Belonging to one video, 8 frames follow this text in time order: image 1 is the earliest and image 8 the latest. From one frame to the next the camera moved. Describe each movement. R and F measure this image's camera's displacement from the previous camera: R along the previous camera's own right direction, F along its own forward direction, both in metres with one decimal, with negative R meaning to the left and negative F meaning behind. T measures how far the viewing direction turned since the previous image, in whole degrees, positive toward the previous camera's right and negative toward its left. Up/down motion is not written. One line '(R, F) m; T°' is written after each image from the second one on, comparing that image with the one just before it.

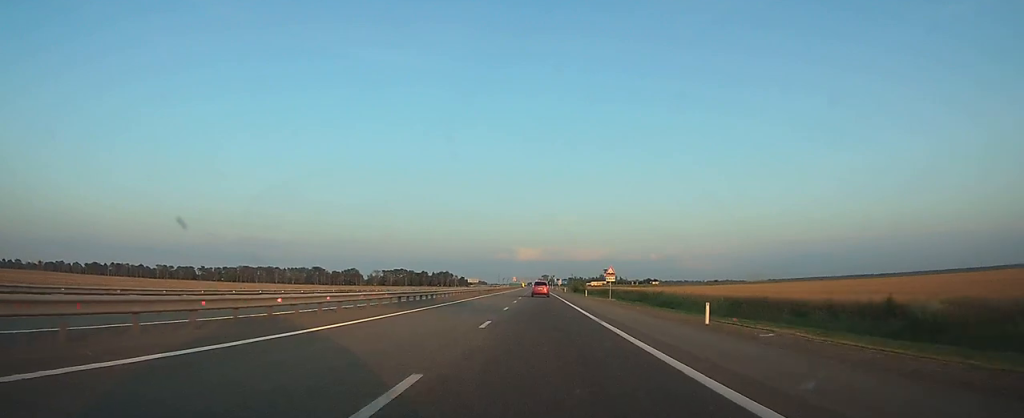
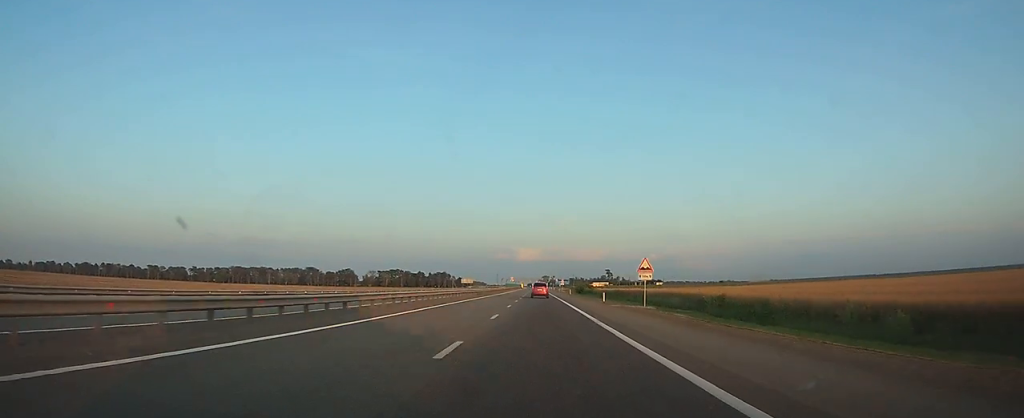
(0.0, +19.0) m; 0°
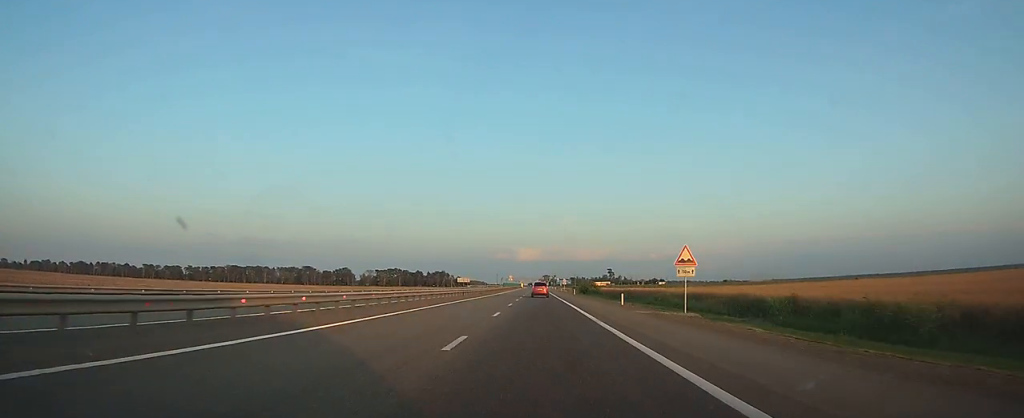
(0.0, +10.8) m; 0°
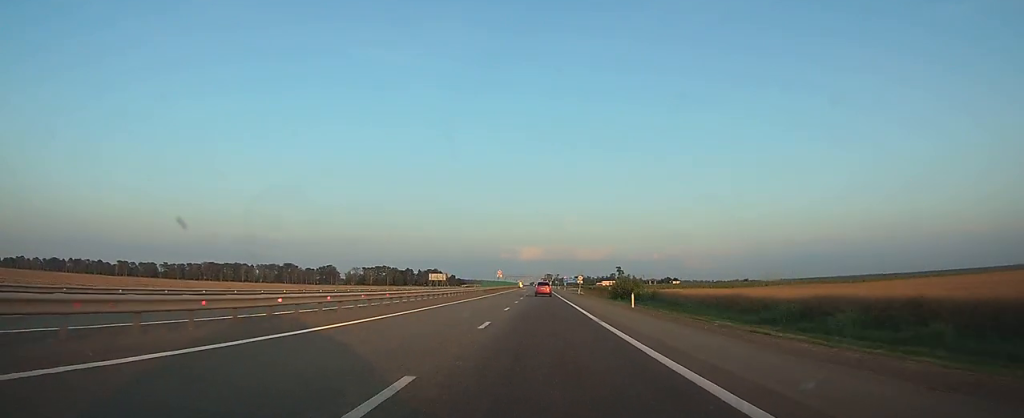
(0.0, +53.8) m; 0°
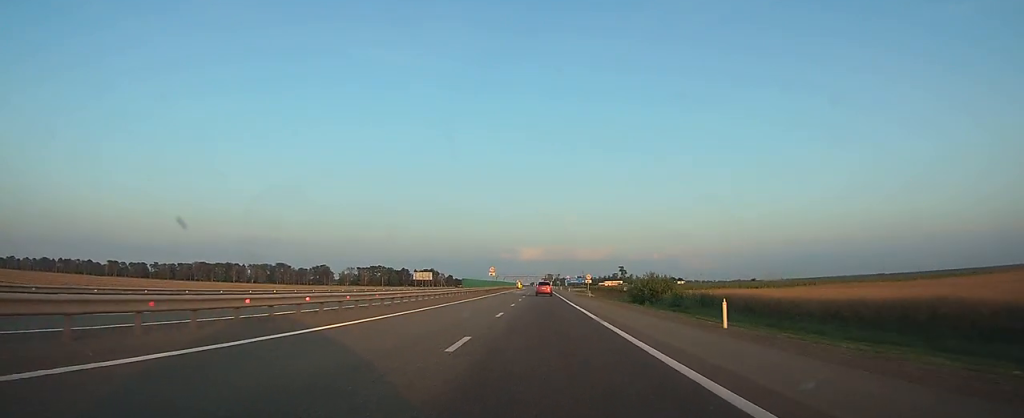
(-0.1, +17.9) m; 0°
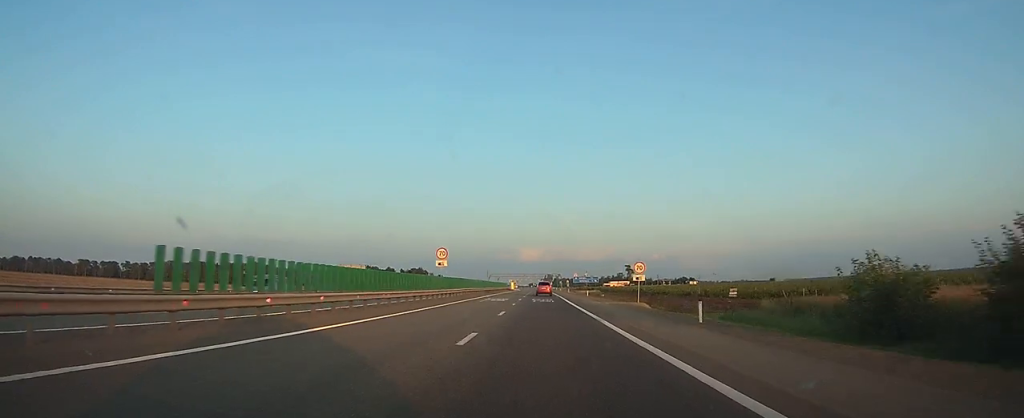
(0.0, +46.8) m; 0°
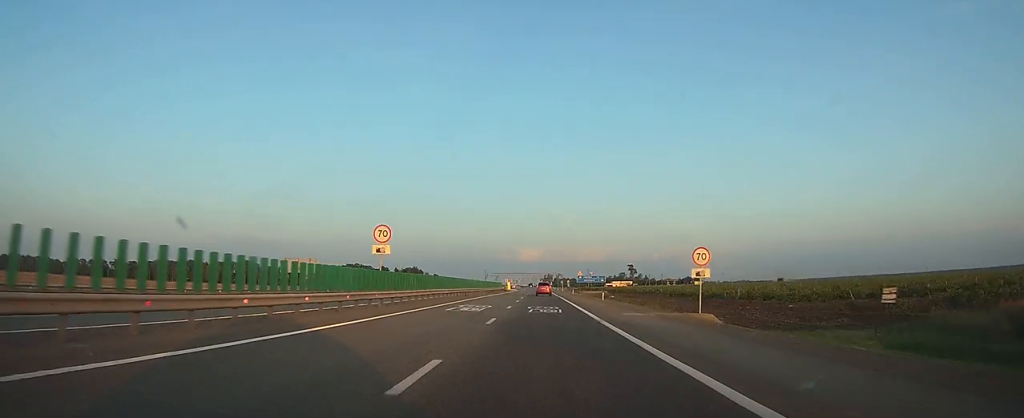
(0.0, +17.5) m; 0°
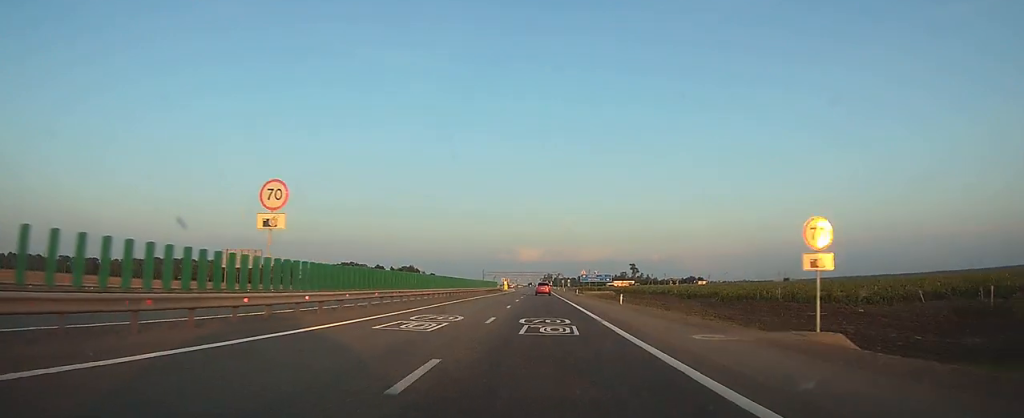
(0.0, +12.1) m; 0°
